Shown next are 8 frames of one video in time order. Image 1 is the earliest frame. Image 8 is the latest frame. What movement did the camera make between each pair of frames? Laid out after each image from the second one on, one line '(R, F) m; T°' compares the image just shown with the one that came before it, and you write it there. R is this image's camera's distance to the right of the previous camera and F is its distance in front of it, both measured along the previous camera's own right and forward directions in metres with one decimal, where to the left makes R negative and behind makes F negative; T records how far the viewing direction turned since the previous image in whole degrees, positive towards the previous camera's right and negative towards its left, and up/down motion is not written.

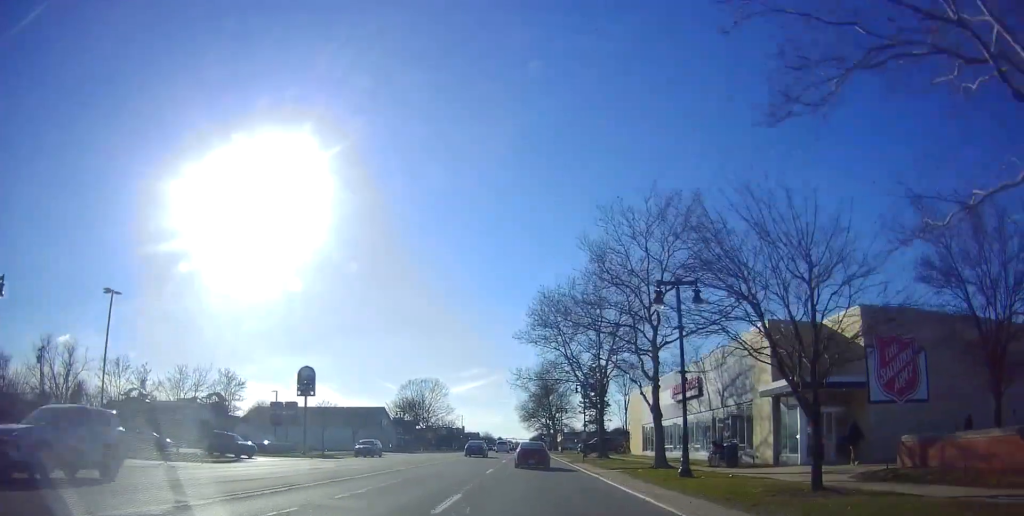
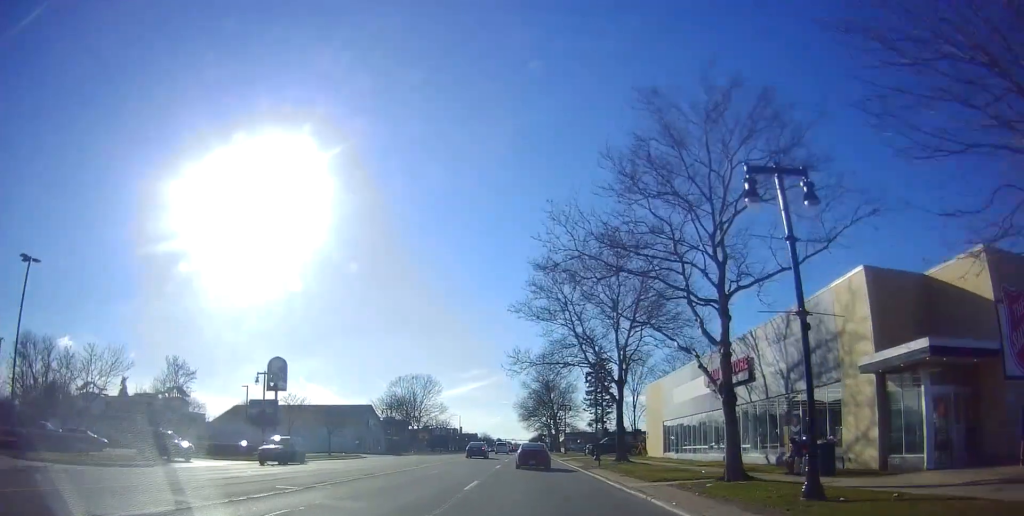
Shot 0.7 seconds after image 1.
(0.0, +8.9) m; -1°
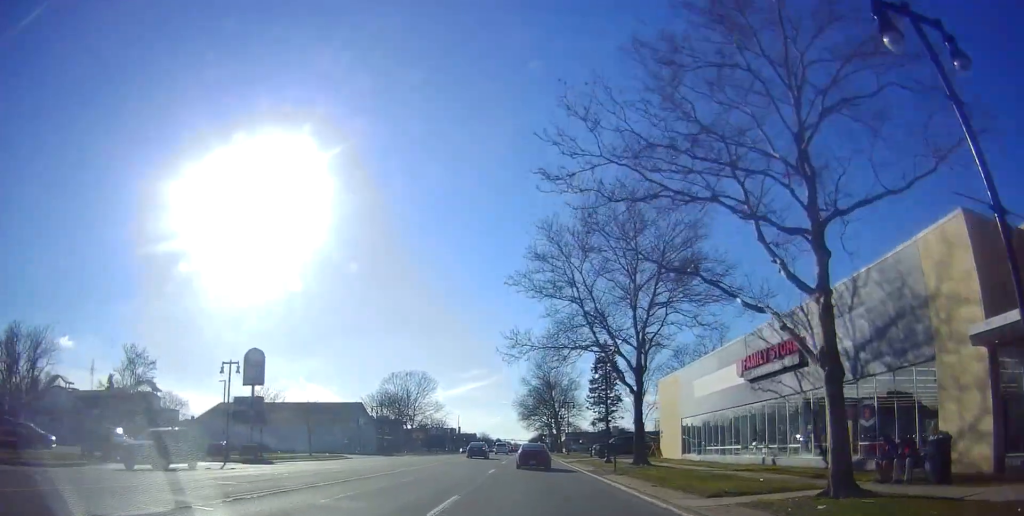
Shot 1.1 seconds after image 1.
(-0.1, +5.8) m; -1°
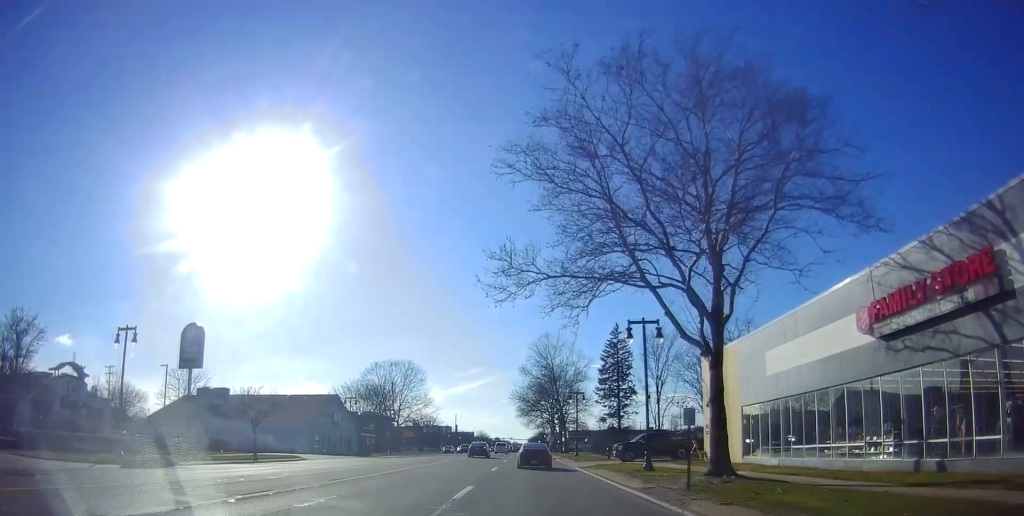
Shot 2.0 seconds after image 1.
(-0.1, +12.2) m; +1°
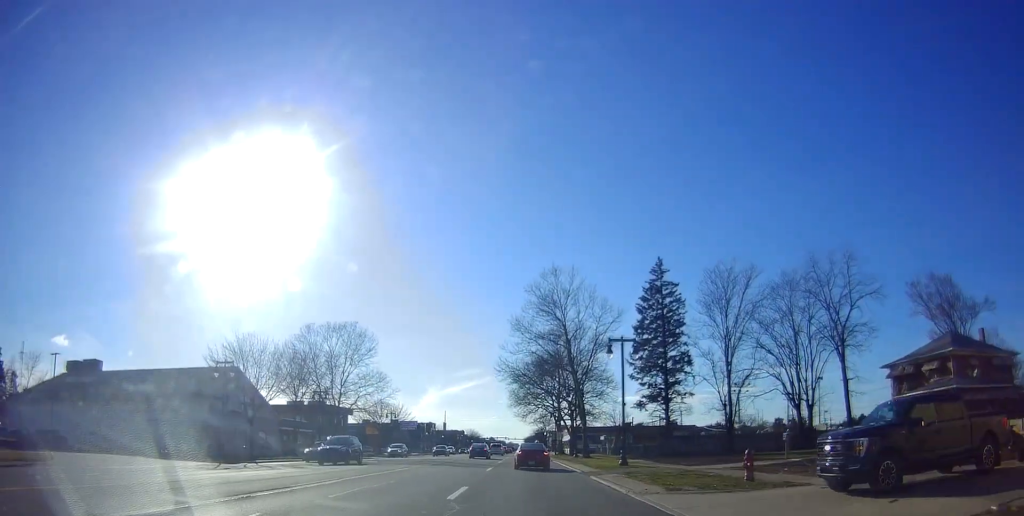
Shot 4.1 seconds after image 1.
(+0.3, +29.3) m; -1°
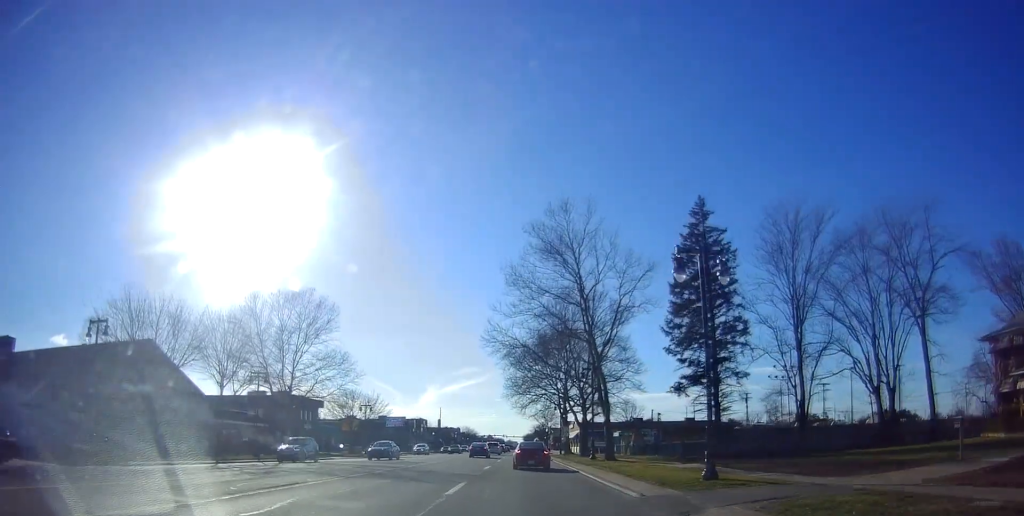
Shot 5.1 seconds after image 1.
(-0.1, +14.3) m; 0°
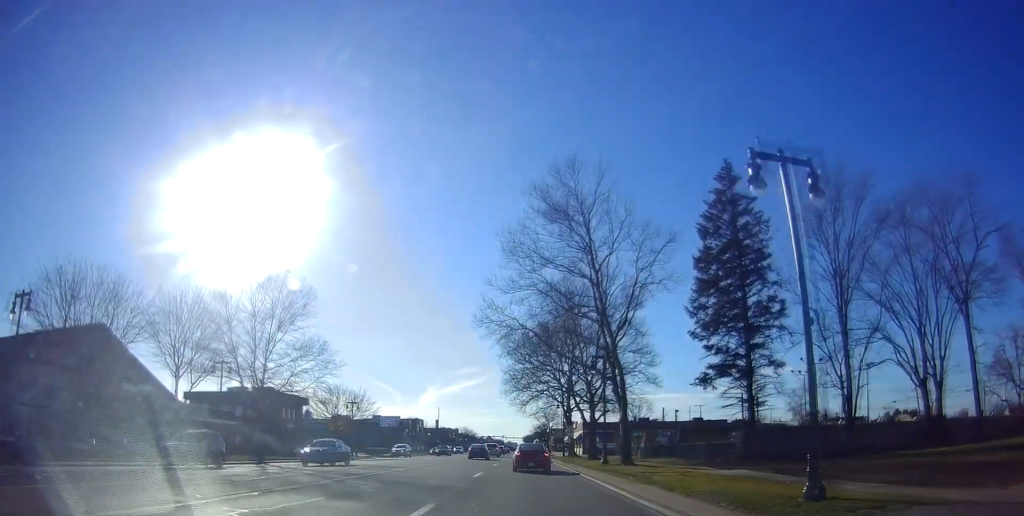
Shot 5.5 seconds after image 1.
(0.0, +6.3) m; +1°
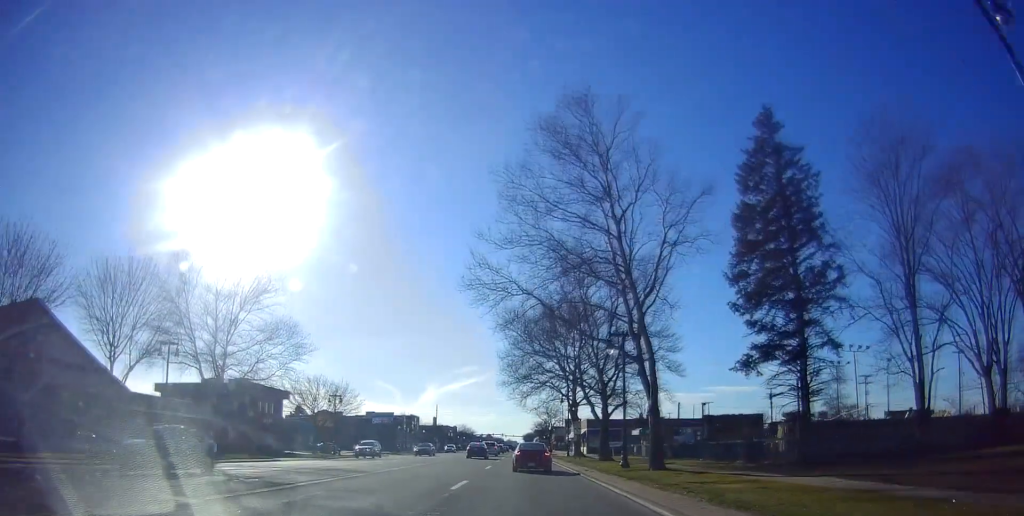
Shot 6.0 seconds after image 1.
(-0.1, +7.4) m; +1°
